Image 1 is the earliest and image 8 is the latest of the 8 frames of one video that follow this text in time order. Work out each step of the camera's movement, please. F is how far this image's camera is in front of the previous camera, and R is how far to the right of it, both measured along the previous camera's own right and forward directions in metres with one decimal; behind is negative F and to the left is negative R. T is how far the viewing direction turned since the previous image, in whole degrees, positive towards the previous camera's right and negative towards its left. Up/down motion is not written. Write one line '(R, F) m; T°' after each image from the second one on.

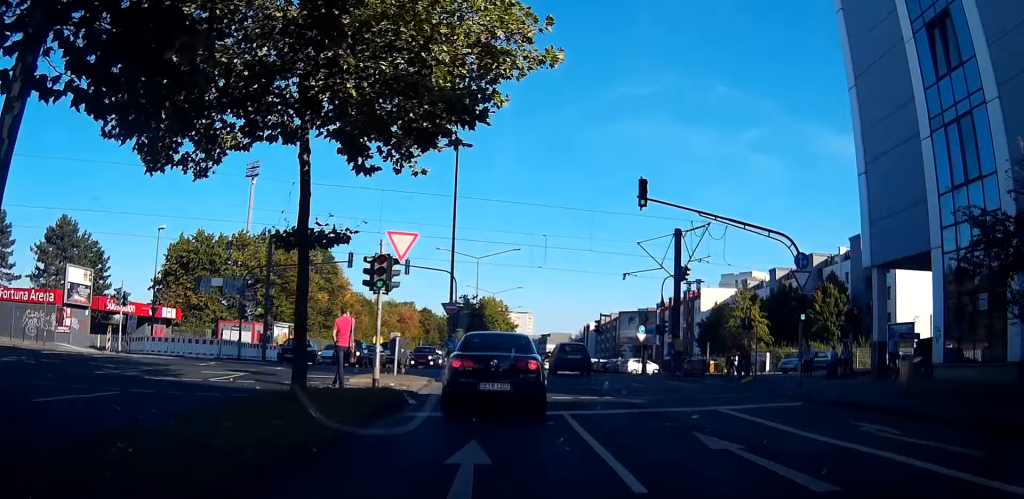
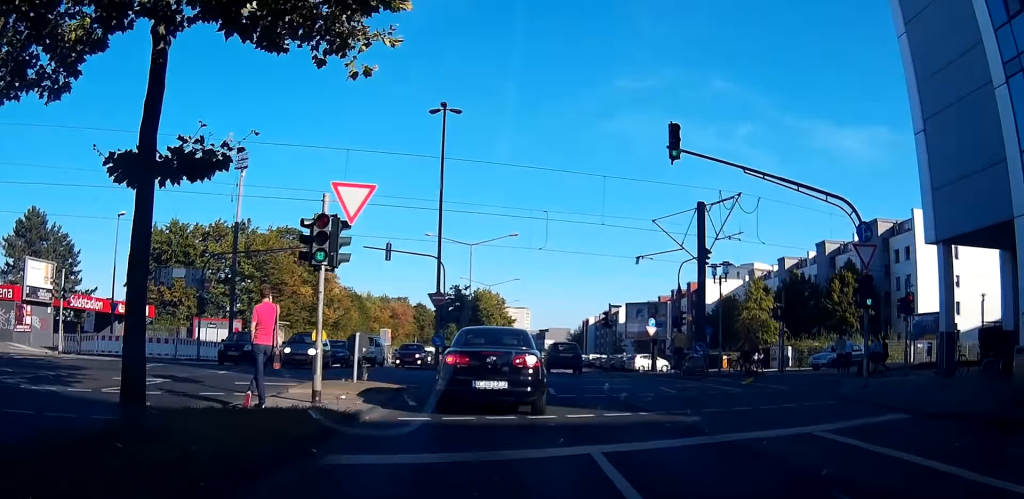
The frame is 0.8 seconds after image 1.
(-0.1, +5.1) m; -6°
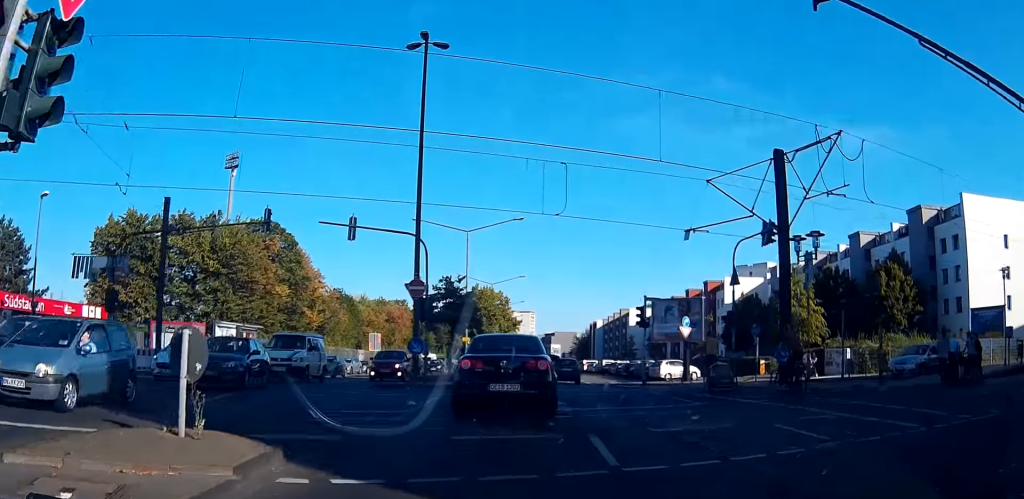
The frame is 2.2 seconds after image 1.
(+0.4, +10.1) m; +12°
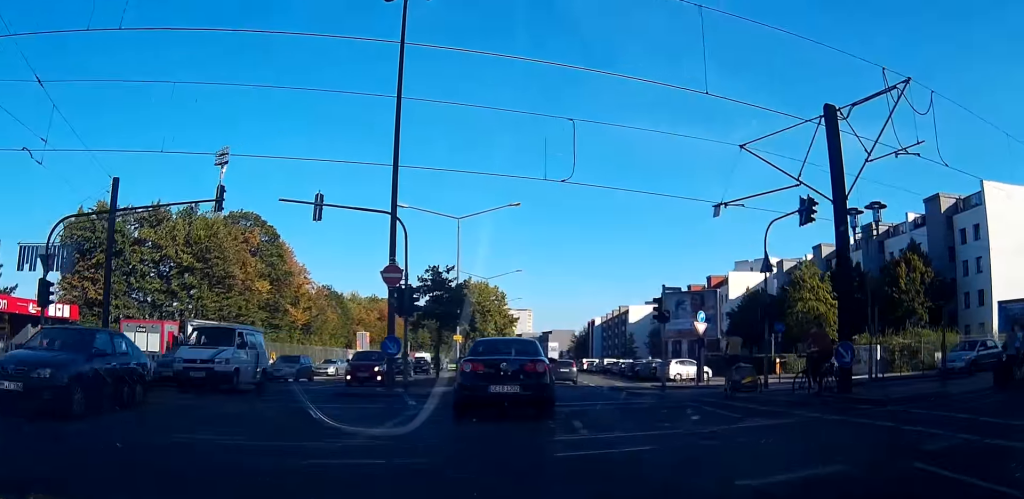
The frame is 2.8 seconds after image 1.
(+0.5, +4.9) m; +7°
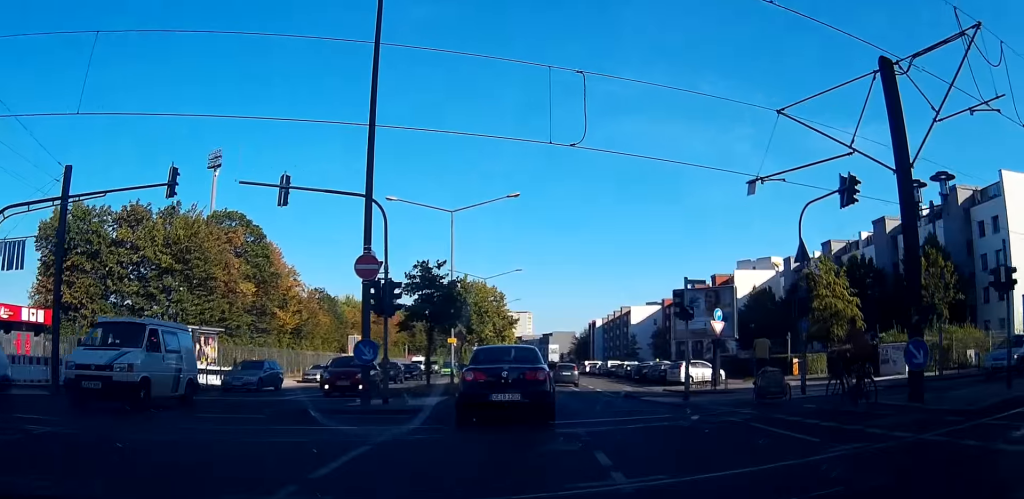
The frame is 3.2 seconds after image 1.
(+0.1, +4.0) m; +1°
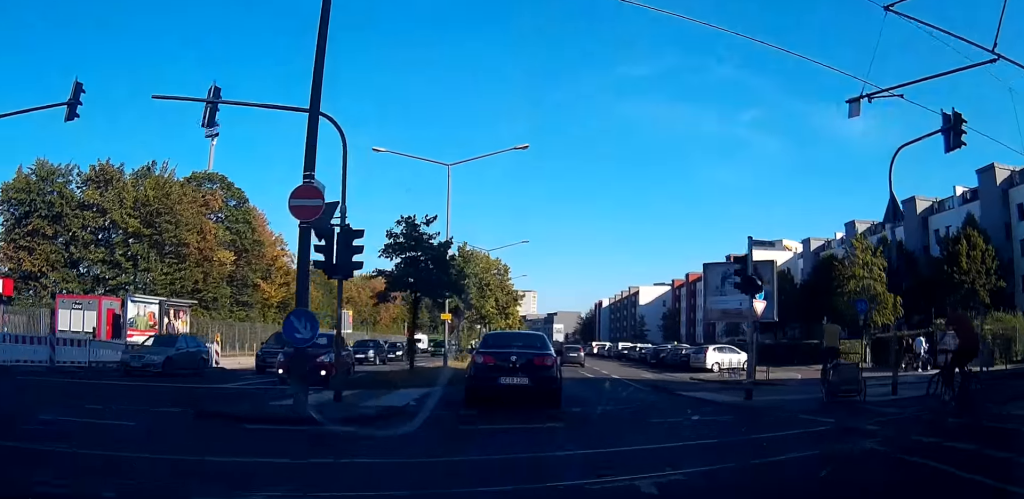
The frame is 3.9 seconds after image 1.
(+0.1, +6.2) m; +1°
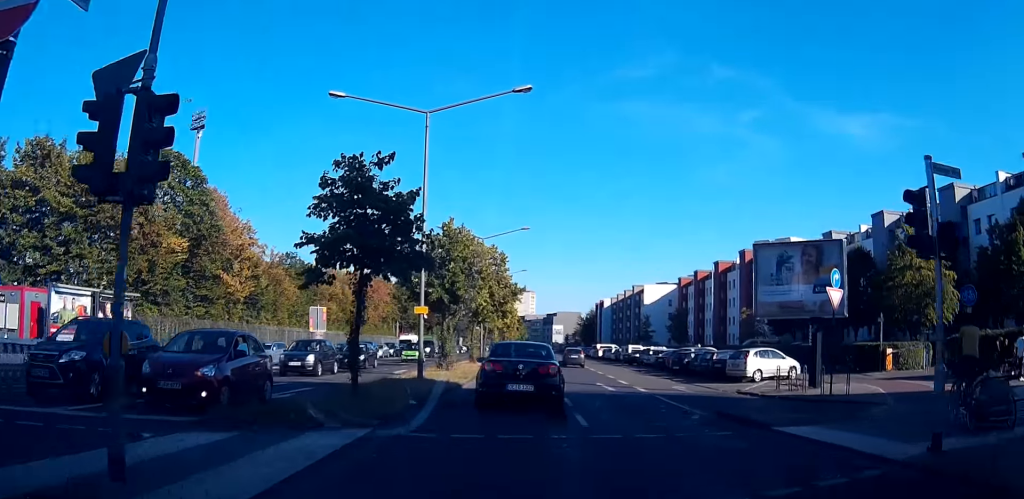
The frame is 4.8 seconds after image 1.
(0.0, +9.3) m; +1°
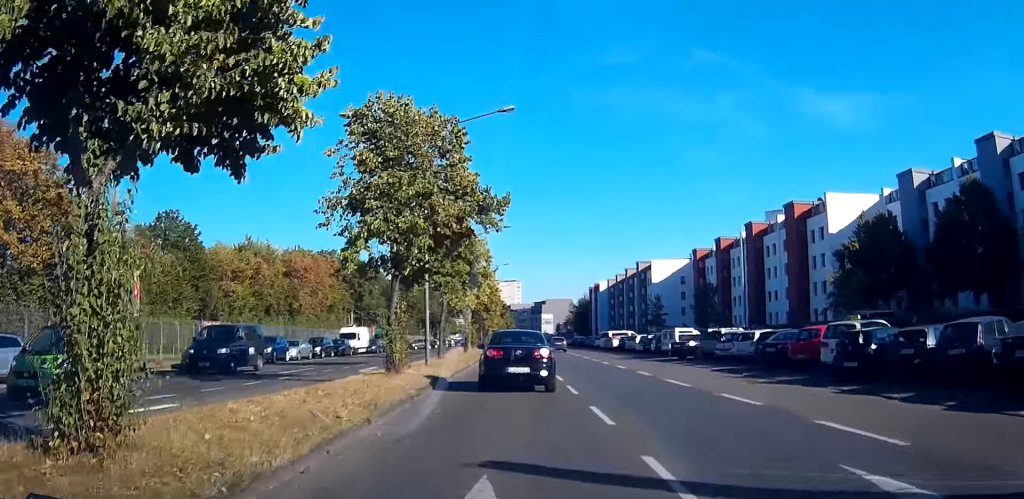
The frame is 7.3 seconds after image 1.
(+0.1, +29.1) m; -1°
